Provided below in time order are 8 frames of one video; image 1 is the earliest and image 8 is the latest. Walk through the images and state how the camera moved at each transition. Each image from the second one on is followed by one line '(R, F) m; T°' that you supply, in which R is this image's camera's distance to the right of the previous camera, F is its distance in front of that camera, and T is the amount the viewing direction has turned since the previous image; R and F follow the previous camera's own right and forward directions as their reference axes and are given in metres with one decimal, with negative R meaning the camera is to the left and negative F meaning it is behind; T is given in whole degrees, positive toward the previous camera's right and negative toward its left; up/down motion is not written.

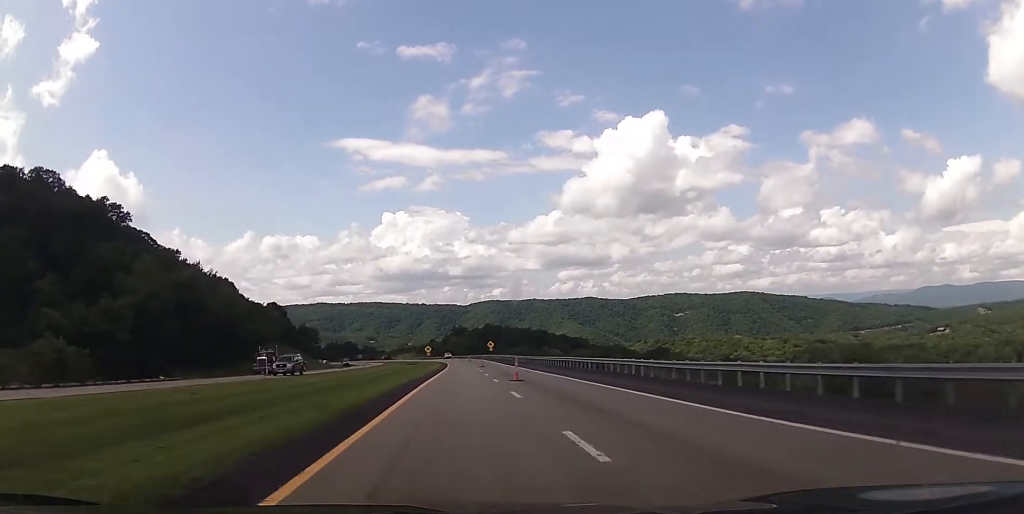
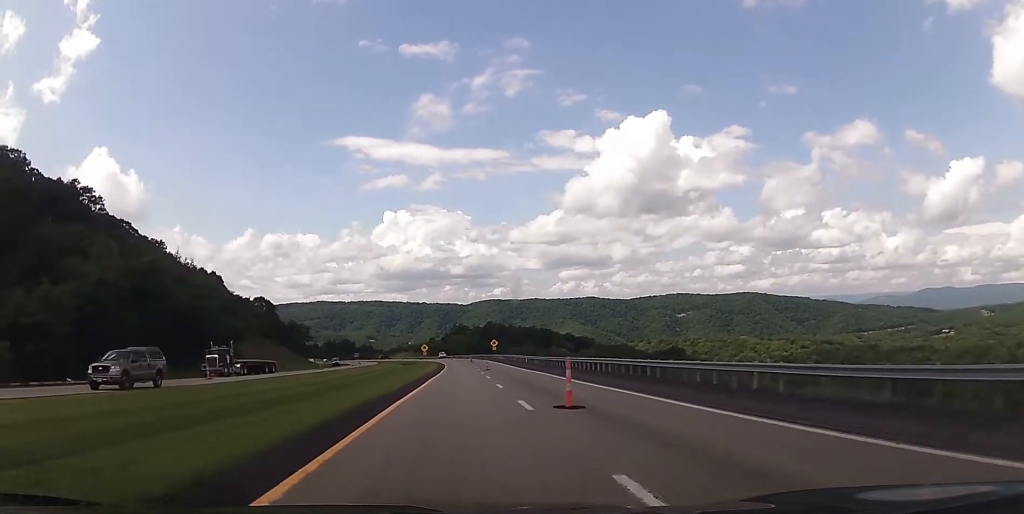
(+0.1, +16.5) m; 0°
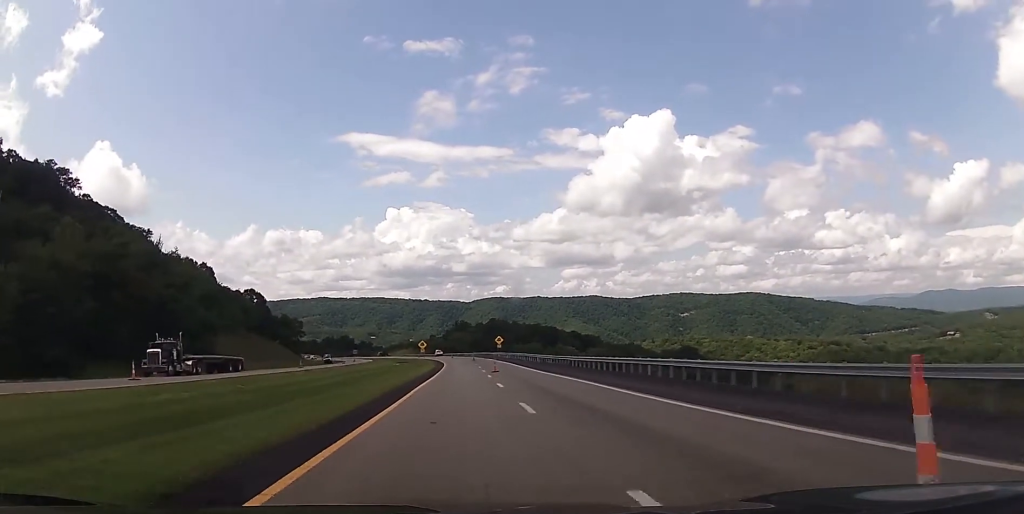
(+0.2, +13.1) m; +1°
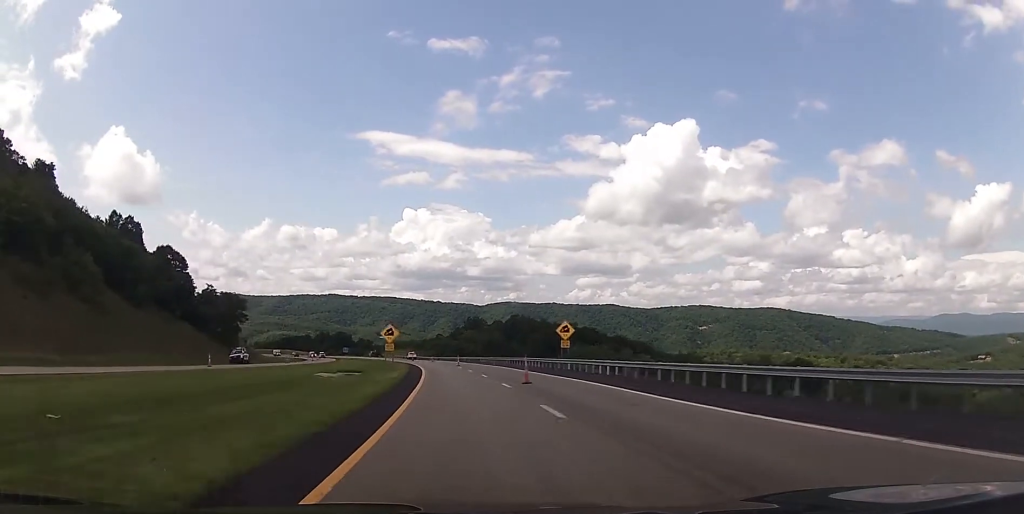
(-1.7, +74.6) m; -2°
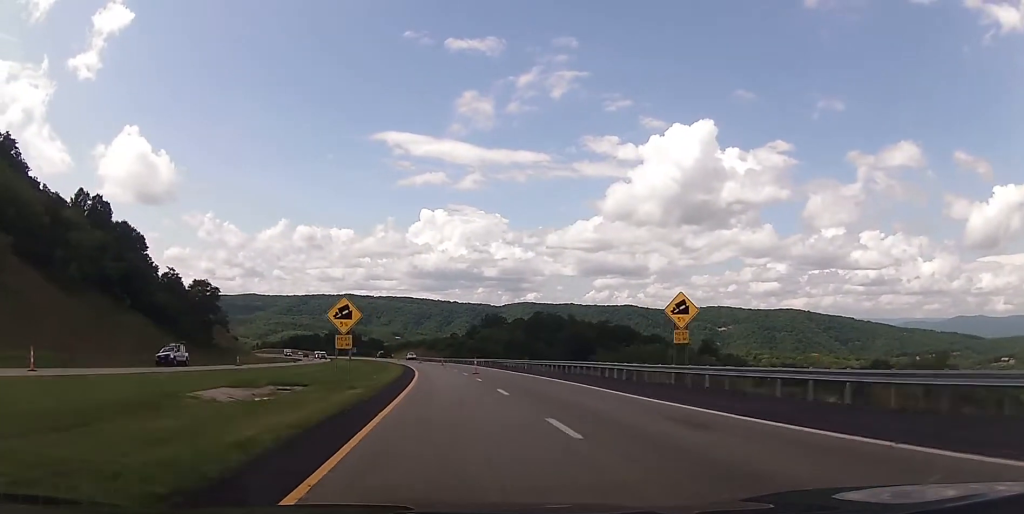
(0.0, +27.9) m; -1°
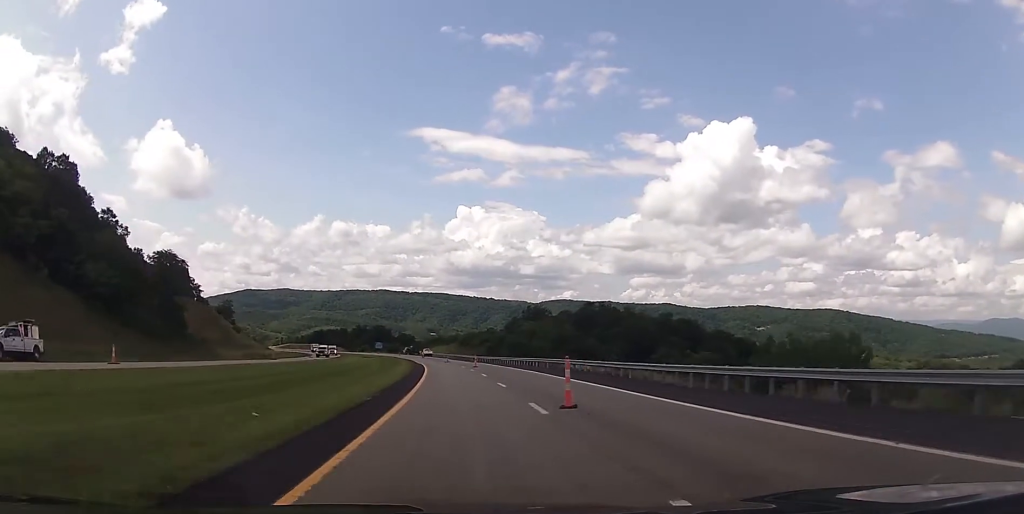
(-0.6, +33.1) m; -2°
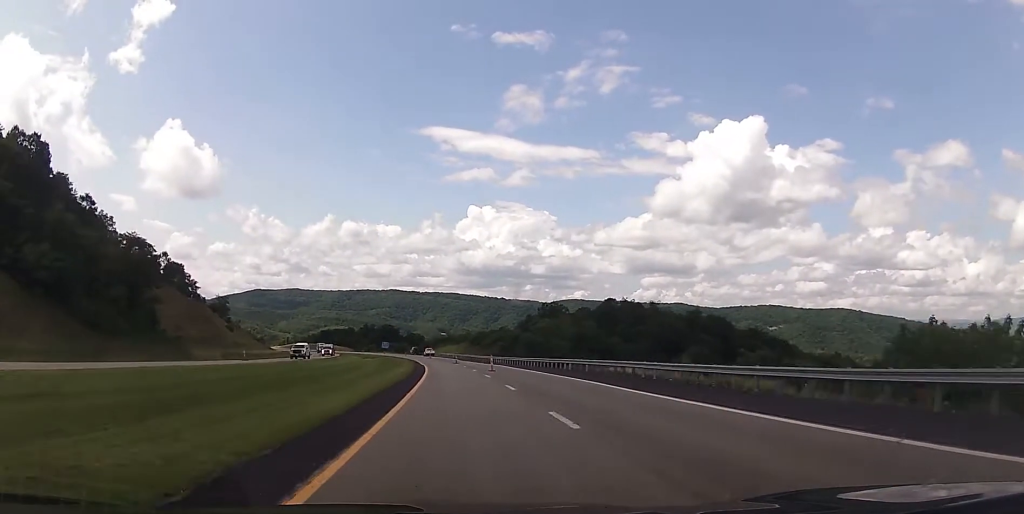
(0.0, +15.6) m; -1°
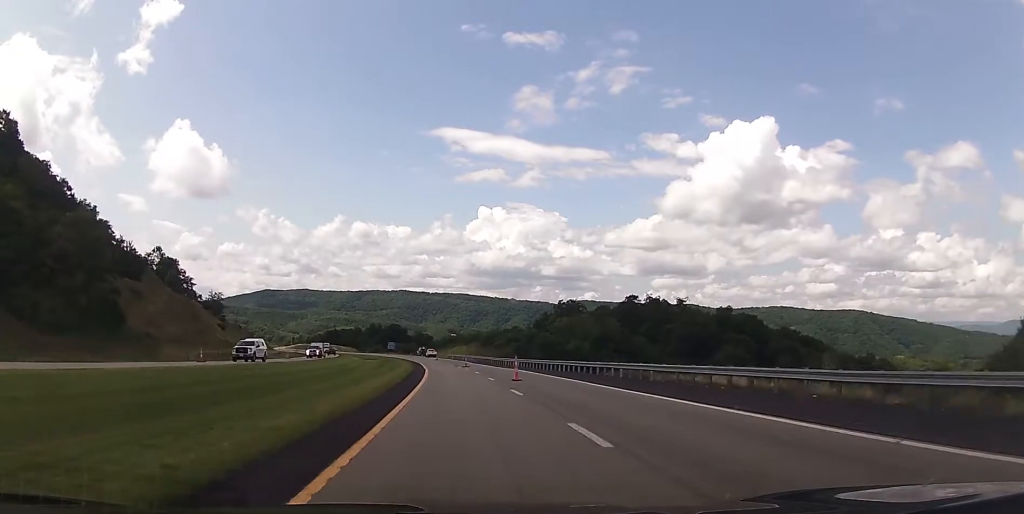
(-0.1, +14.7) m; -1°
